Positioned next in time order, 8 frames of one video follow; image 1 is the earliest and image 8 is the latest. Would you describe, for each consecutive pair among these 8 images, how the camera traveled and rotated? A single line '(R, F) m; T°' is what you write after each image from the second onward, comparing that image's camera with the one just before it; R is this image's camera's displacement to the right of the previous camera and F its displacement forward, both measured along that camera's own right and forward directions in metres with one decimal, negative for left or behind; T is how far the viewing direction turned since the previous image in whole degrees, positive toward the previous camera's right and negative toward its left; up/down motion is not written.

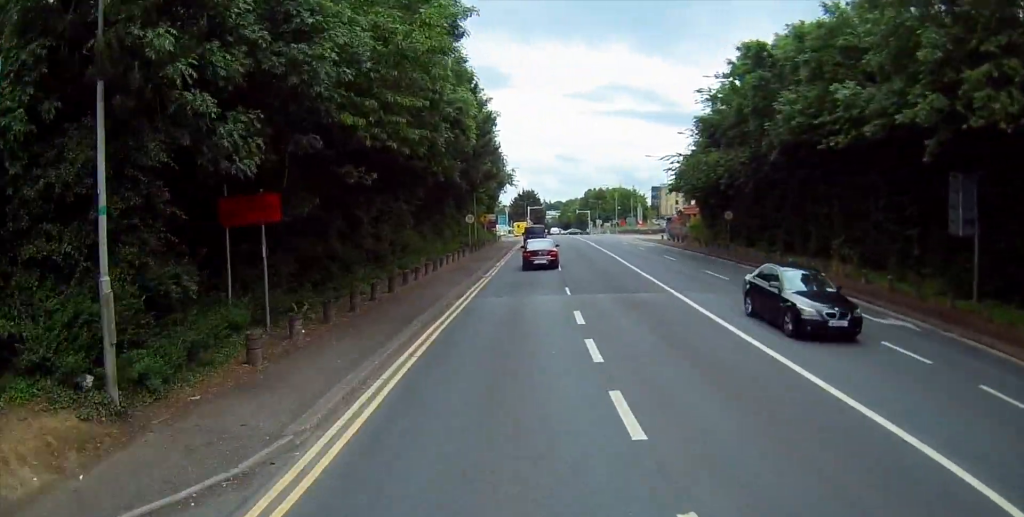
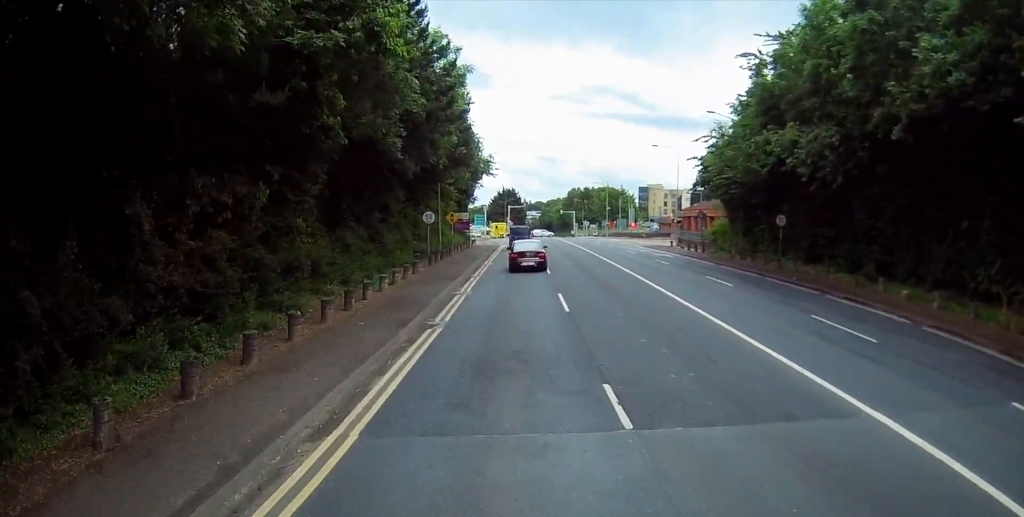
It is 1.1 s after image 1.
(+0.4, +13.8) m; +3°
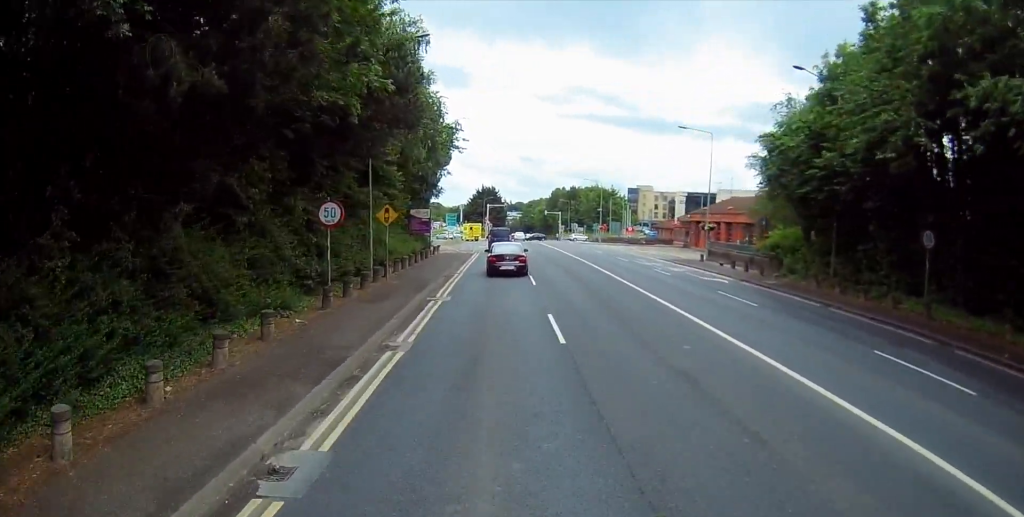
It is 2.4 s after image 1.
(+0.3, +16.8) m; +4°
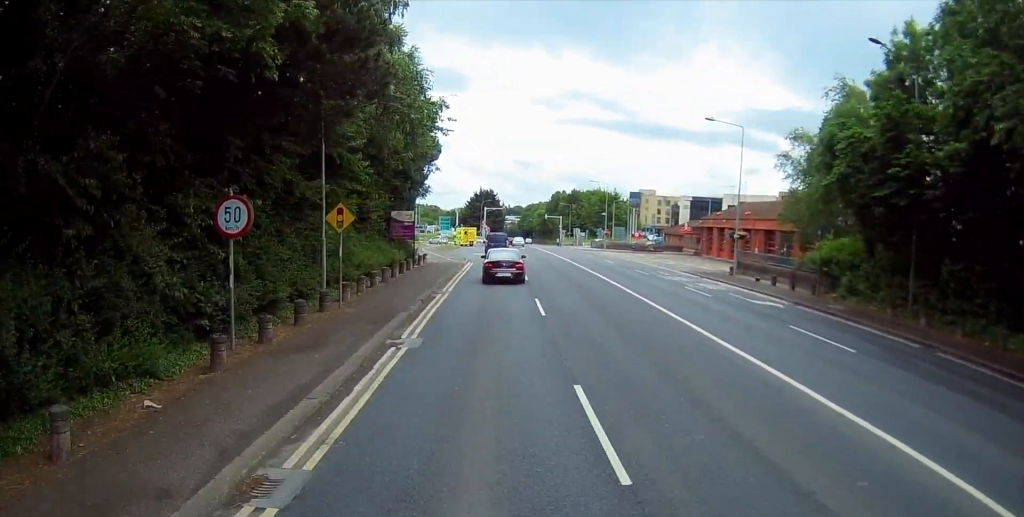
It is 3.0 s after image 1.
(+0.3, +7.1) m; 0°
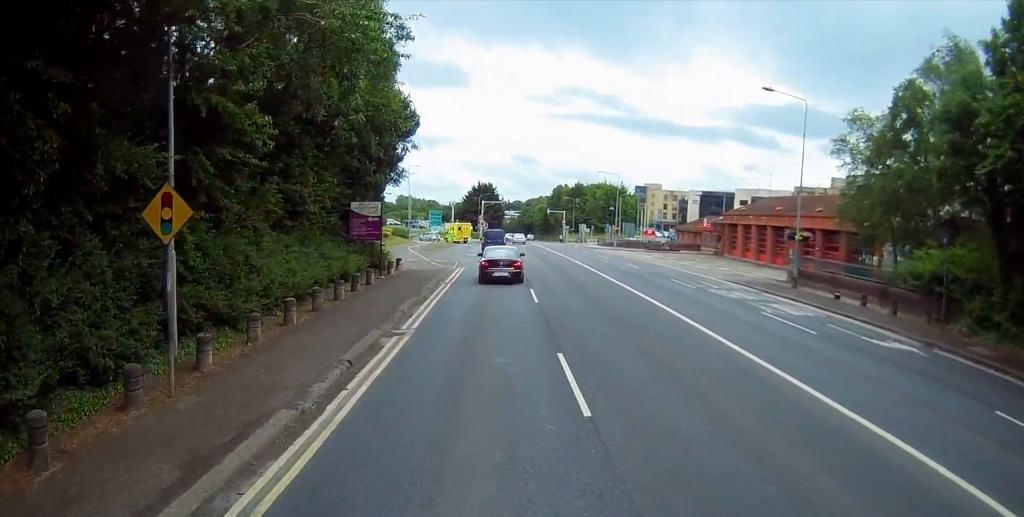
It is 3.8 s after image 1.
(+0.1, +9.9) m; 0°
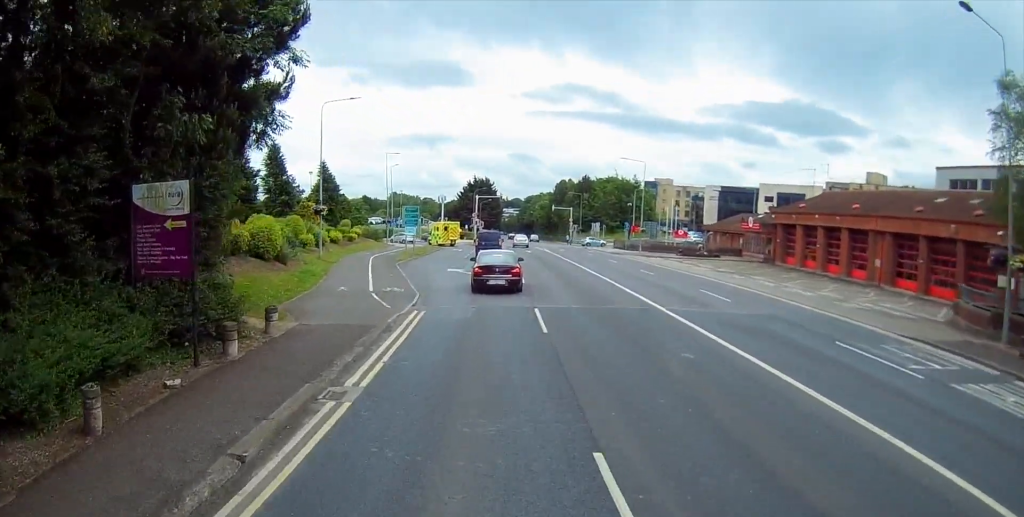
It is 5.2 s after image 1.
(0.0, +17.5) m; -1°
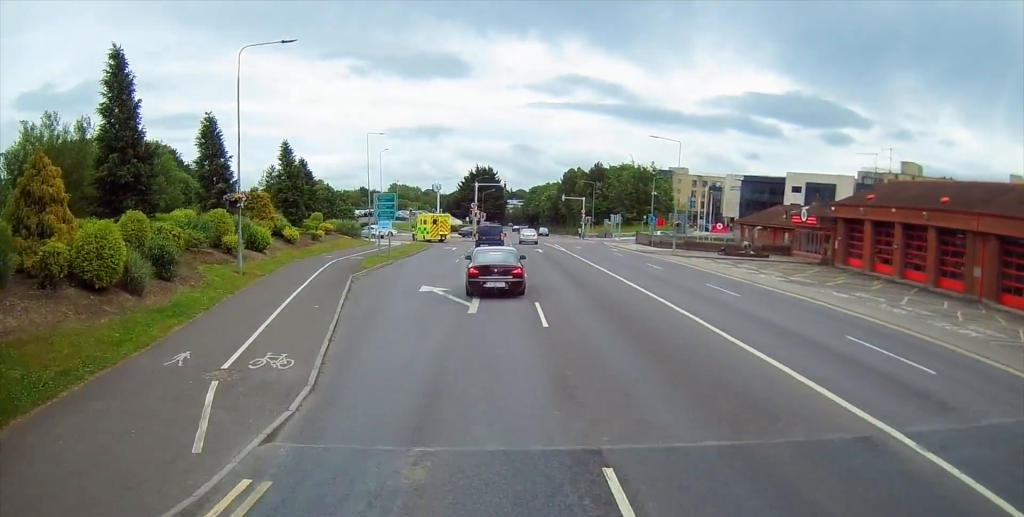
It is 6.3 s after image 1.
(-0.3, +13.0) m; -2°
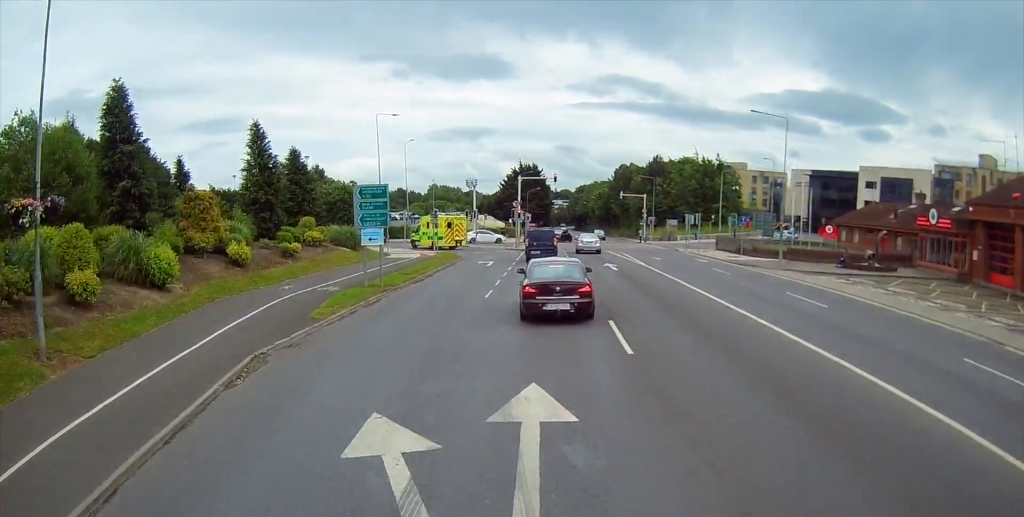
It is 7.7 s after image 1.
(0.0, +16.1) m; 0°
